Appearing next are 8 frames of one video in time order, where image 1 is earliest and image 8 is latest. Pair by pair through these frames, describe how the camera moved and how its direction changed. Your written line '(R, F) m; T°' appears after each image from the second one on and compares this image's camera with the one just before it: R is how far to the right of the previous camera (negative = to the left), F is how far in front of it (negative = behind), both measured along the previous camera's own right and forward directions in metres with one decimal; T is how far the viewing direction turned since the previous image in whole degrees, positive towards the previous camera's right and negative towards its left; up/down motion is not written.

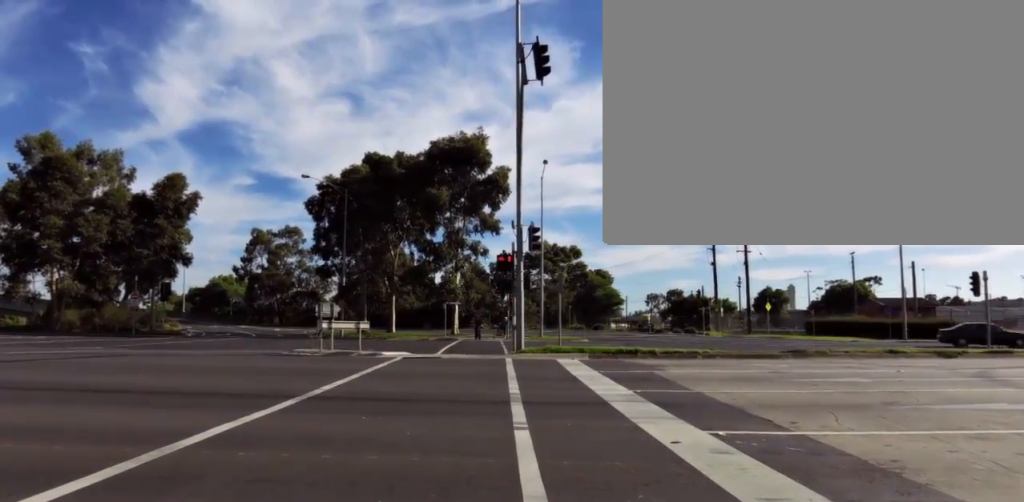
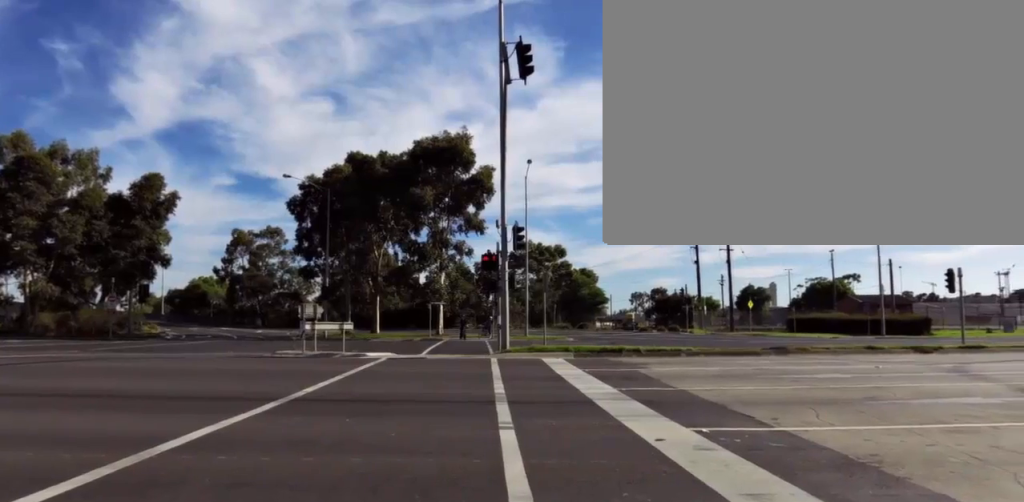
(0.0, 0.0) m; 0°
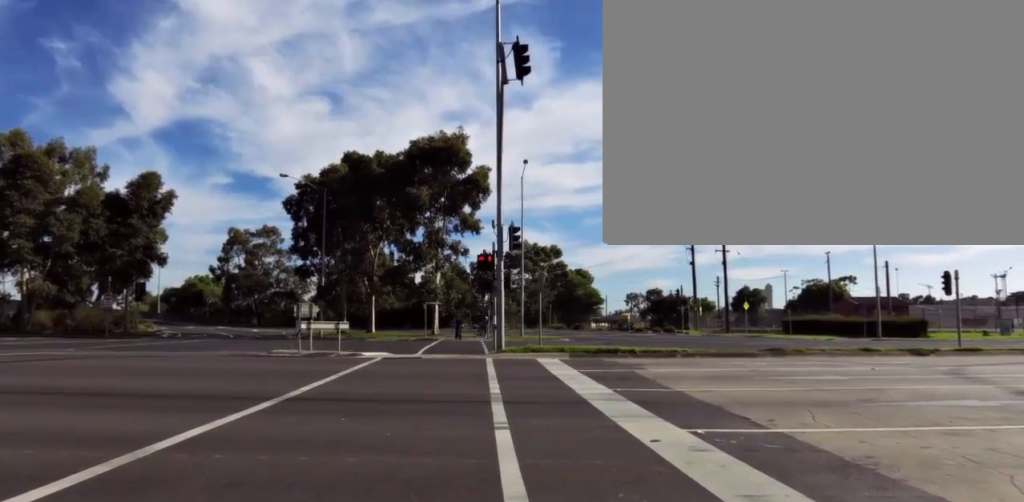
(0.0, 0.0) m; 0°
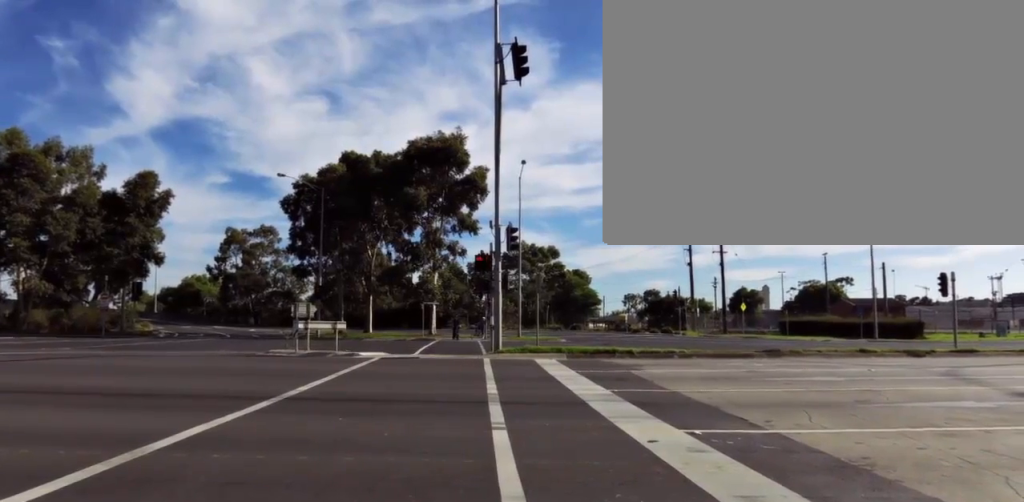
(0.0, 0.0) m; 0°
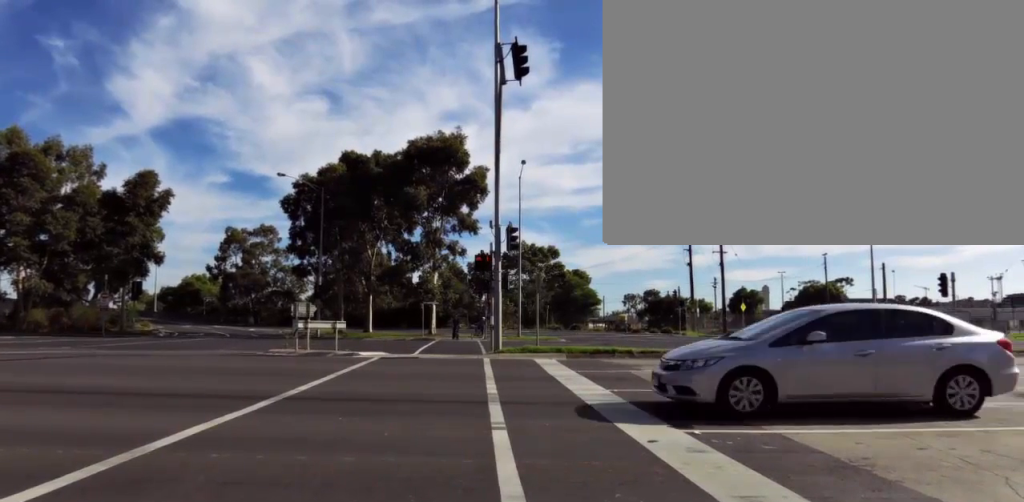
(0.0, 0.0) m; 0°
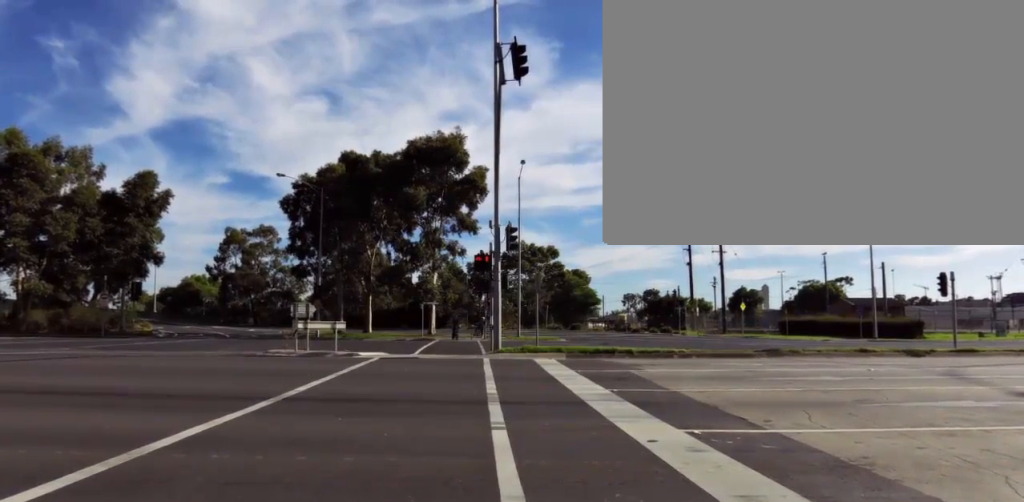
(0.0, 0.0) m; 0°
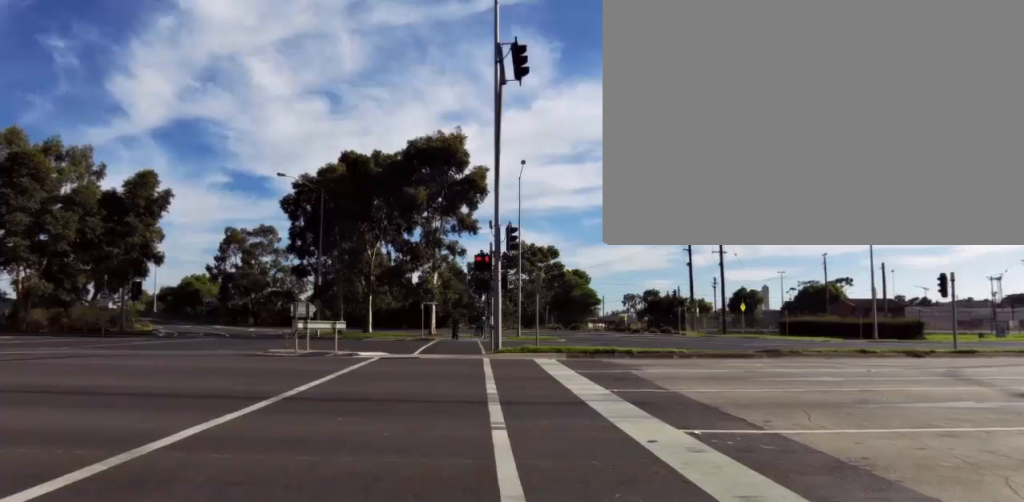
(0.0, 0.0) m; 0°
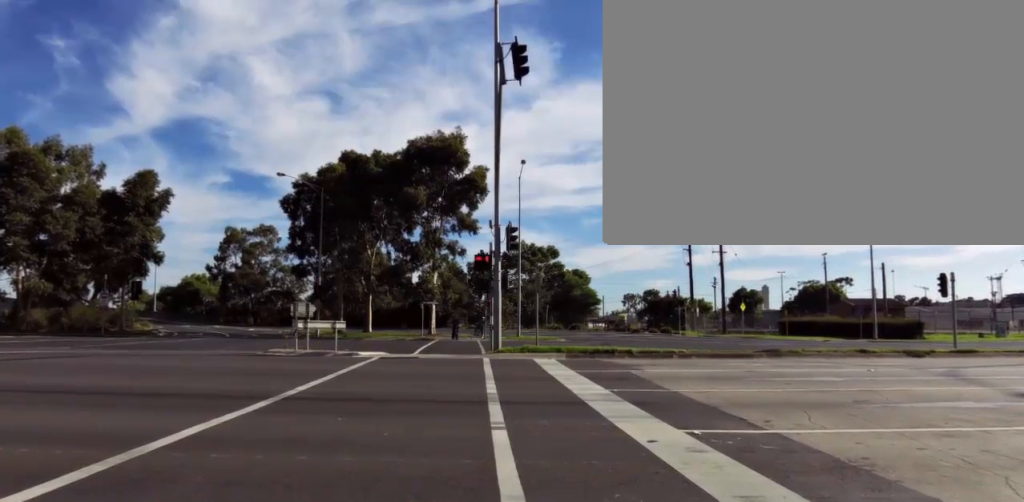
(0.0, 0.0) m; 0°
